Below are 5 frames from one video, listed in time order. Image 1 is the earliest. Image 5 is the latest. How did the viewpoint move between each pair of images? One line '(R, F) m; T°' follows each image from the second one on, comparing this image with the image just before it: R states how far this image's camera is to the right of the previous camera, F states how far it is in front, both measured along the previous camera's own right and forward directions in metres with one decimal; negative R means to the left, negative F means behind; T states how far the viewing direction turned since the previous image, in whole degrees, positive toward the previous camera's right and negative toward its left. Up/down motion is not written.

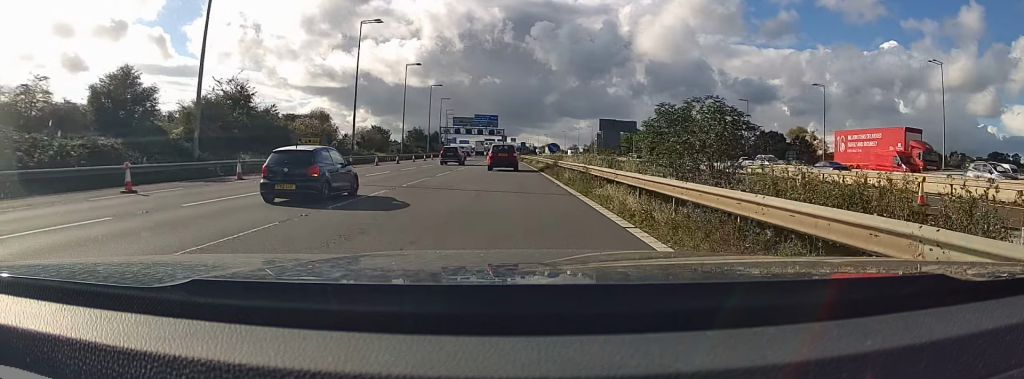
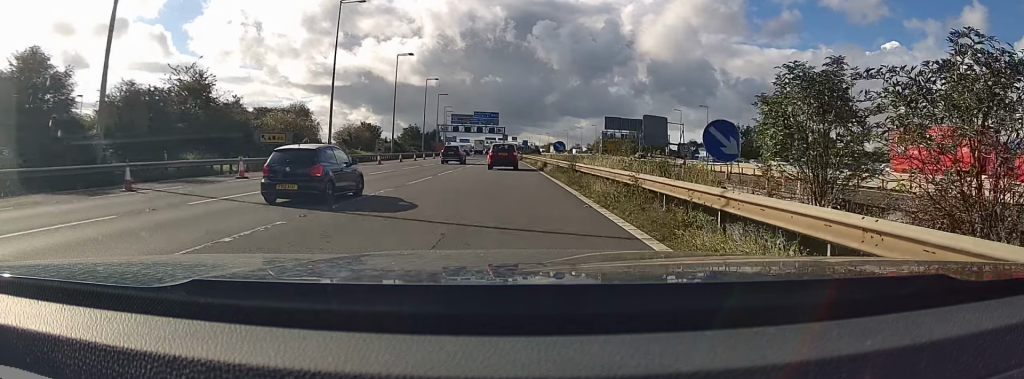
(-0.1, +8.7) m; 0°
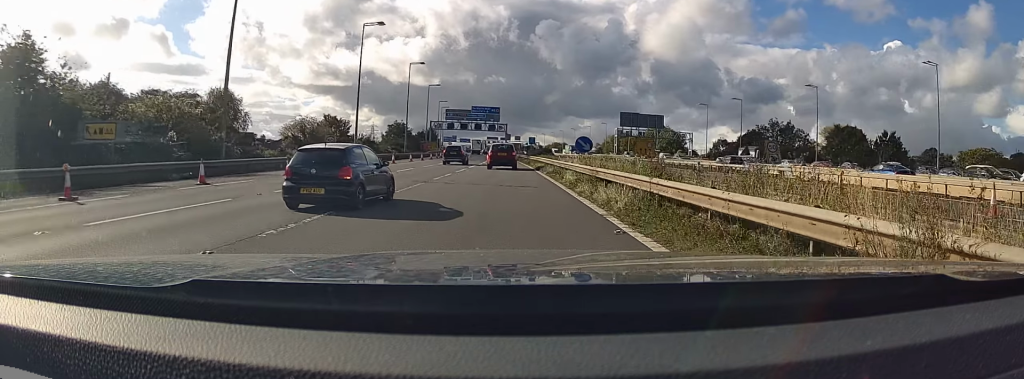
(-0.1, +21.7) m; -1°
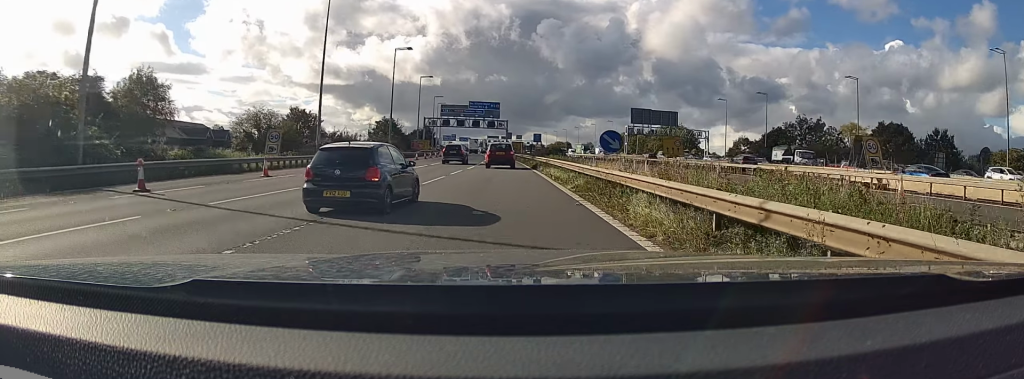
(-0.1, +13.2) m; -1°
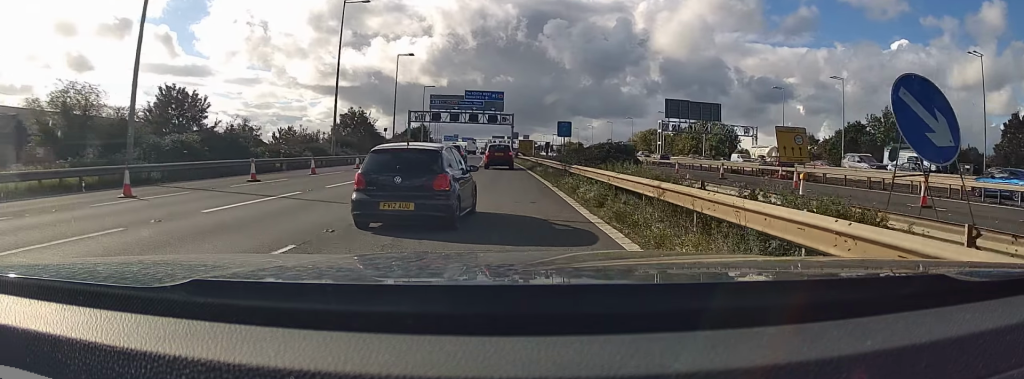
(-0.2, +28.2) m; 0°
